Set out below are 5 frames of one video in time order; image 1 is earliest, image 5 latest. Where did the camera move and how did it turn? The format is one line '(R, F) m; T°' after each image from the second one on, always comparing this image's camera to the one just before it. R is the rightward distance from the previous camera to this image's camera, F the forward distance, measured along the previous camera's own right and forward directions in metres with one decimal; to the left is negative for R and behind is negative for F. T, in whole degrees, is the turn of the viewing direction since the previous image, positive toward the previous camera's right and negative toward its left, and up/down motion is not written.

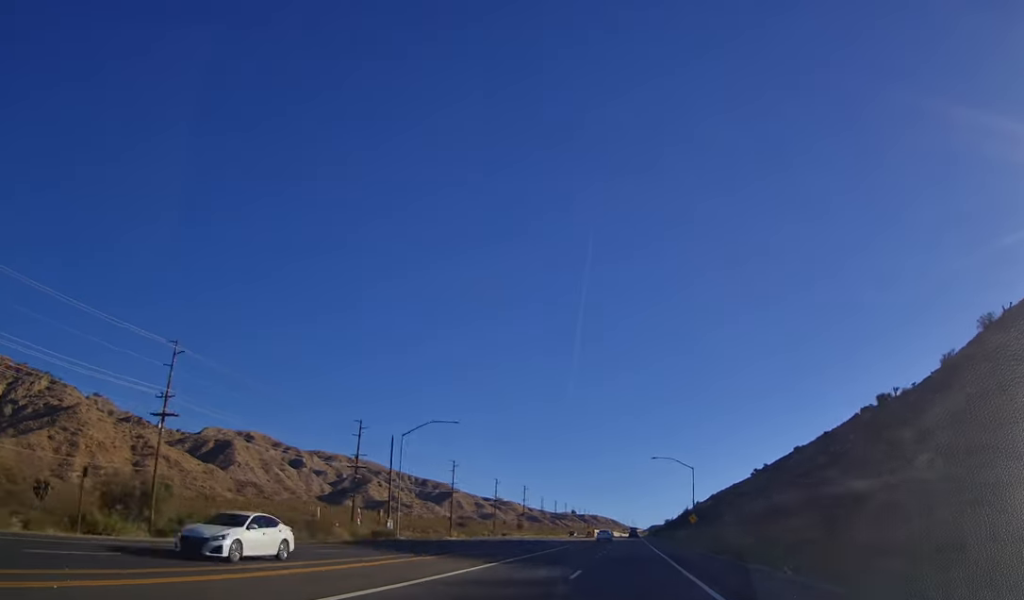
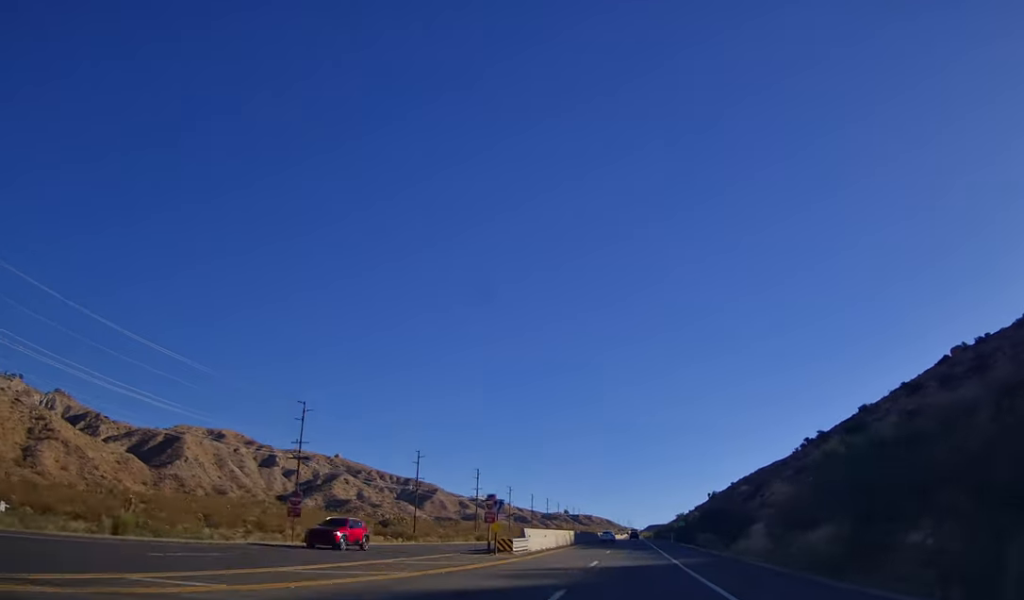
(+0.4, +81.2) m; +1°
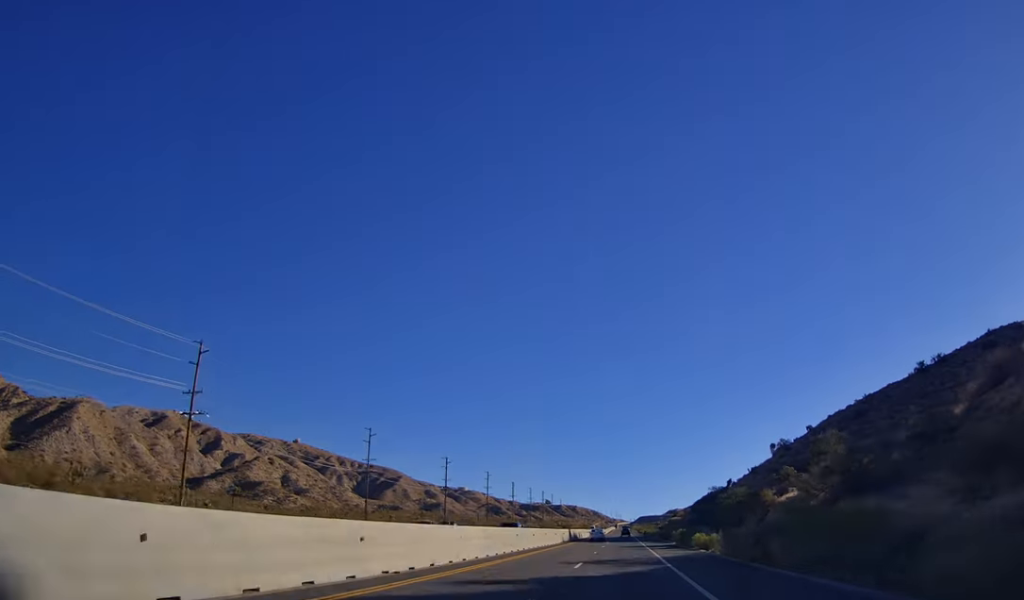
(+1.2, +133.7) m; +1°
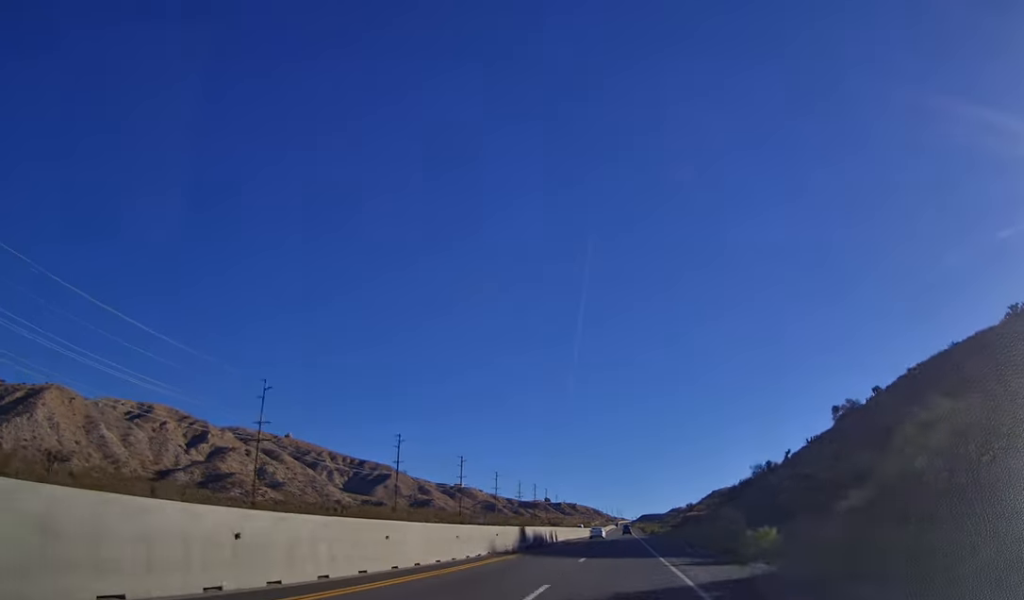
(+0.3, +40.3) m; 0°
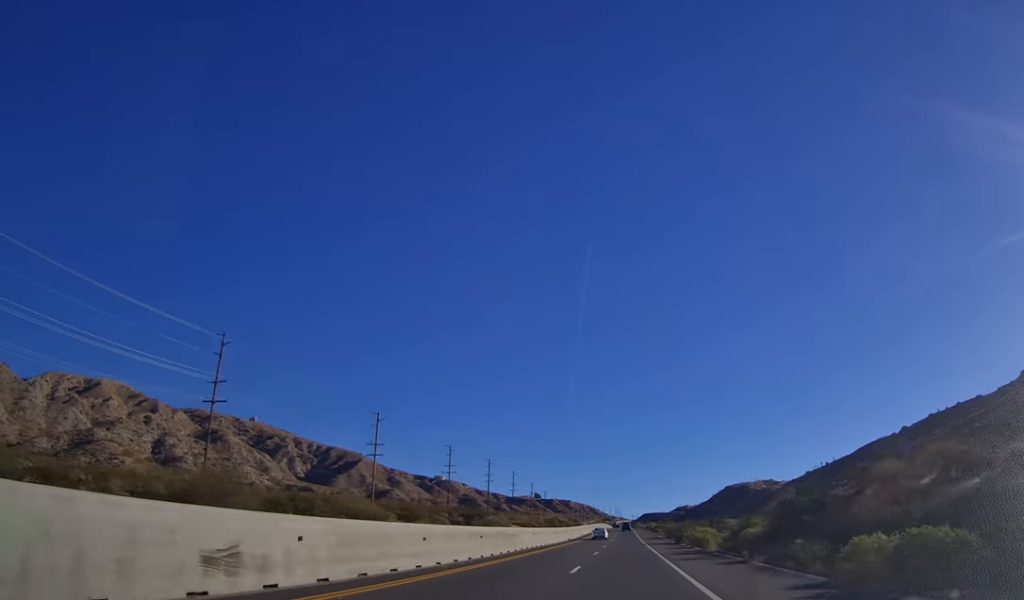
(-0.5, +124.7) m; 0°
